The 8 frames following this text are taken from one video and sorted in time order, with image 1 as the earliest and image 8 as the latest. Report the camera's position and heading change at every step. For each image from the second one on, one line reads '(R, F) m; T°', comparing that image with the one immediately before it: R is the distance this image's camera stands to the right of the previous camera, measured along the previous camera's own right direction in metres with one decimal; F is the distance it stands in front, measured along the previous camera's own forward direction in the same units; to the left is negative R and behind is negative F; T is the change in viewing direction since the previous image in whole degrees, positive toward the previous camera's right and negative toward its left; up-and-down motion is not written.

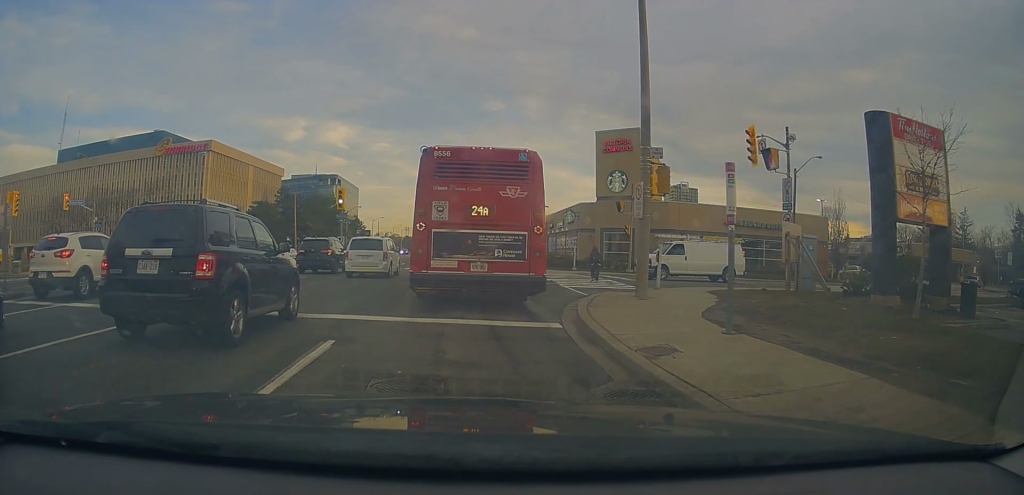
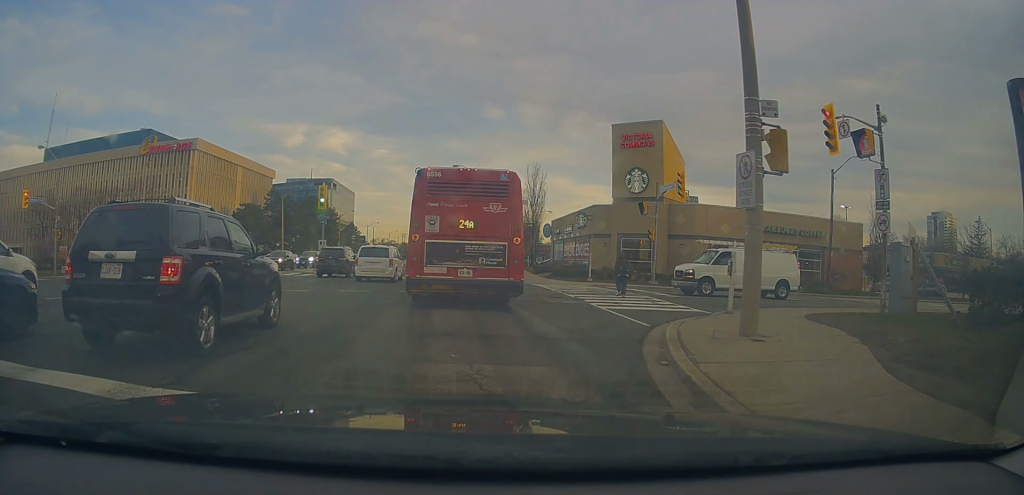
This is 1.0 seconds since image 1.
(+0.1, +5.9) m; 0°
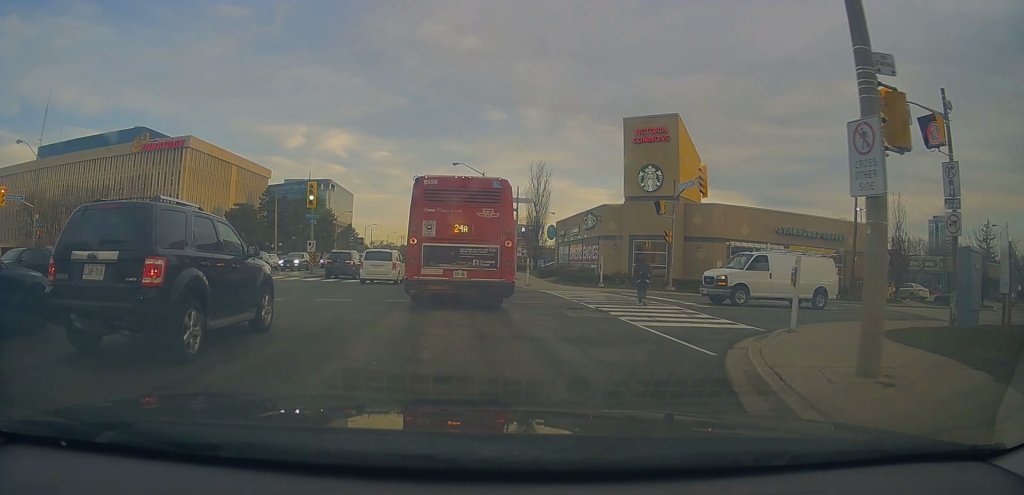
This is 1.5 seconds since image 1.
(-0.1, +3.2) m; +1°
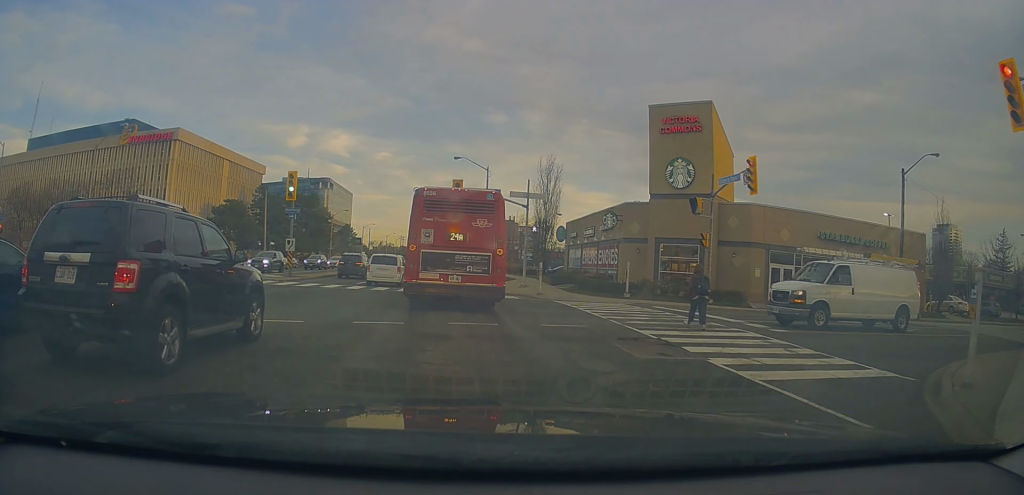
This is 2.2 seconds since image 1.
(+0.1, +5.3) m; 0°
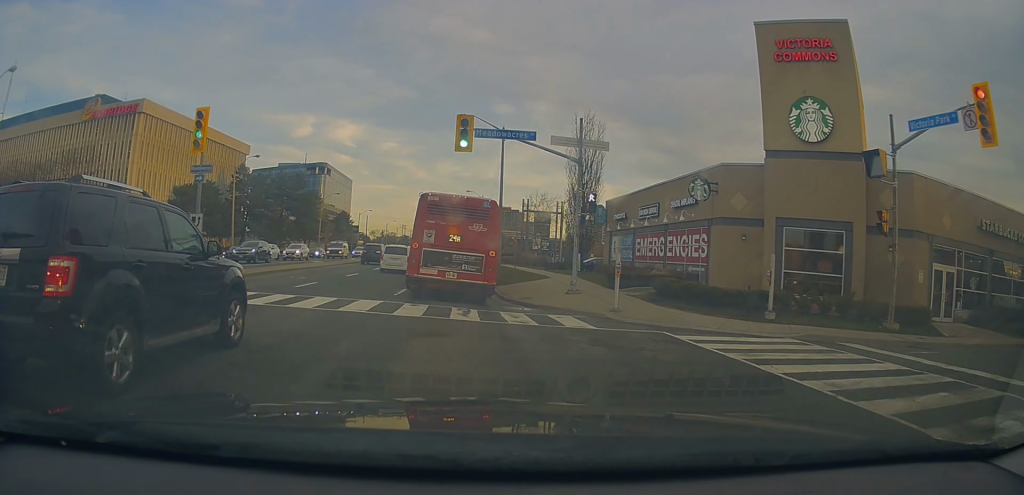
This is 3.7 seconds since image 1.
(-0.6, +13.8) m; -2°
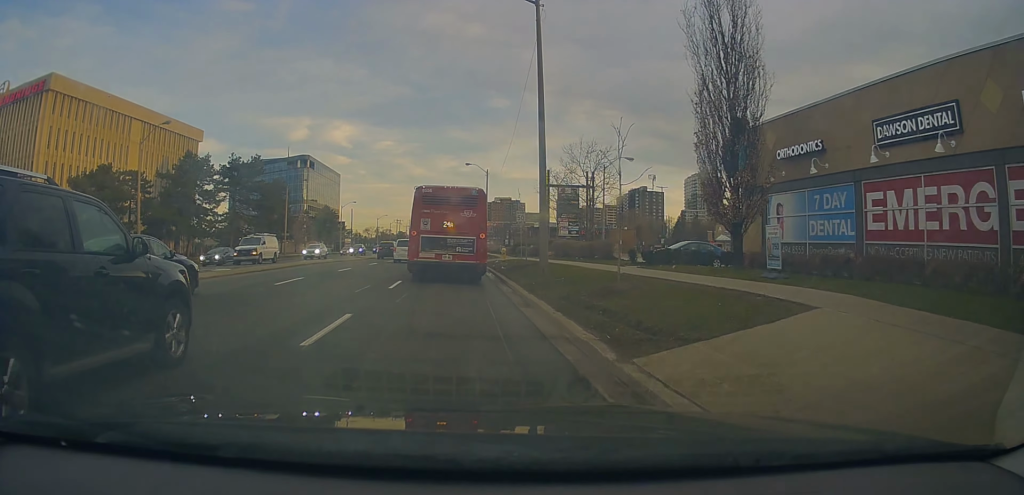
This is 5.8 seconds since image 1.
(+0.9, +21.2) m; -1°
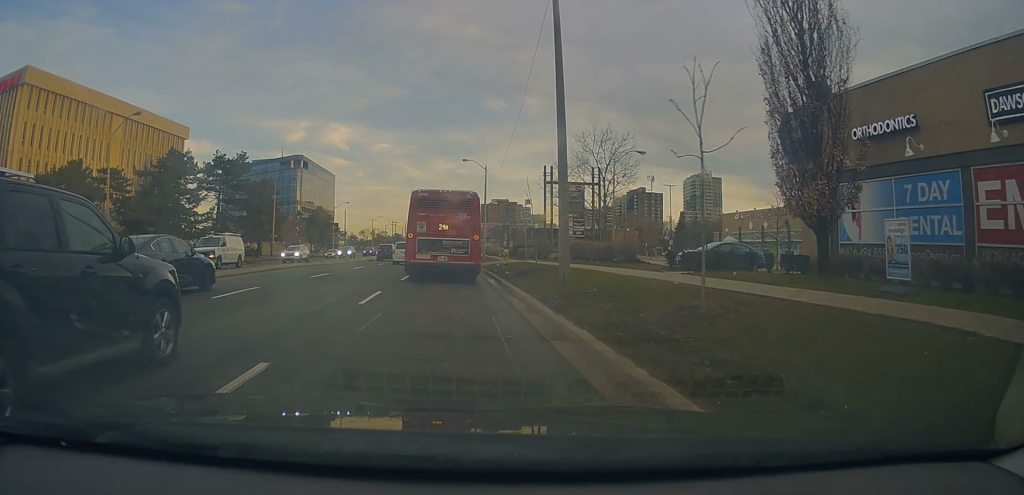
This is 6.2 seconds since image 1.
(-0.1, +4.6) m; 0°
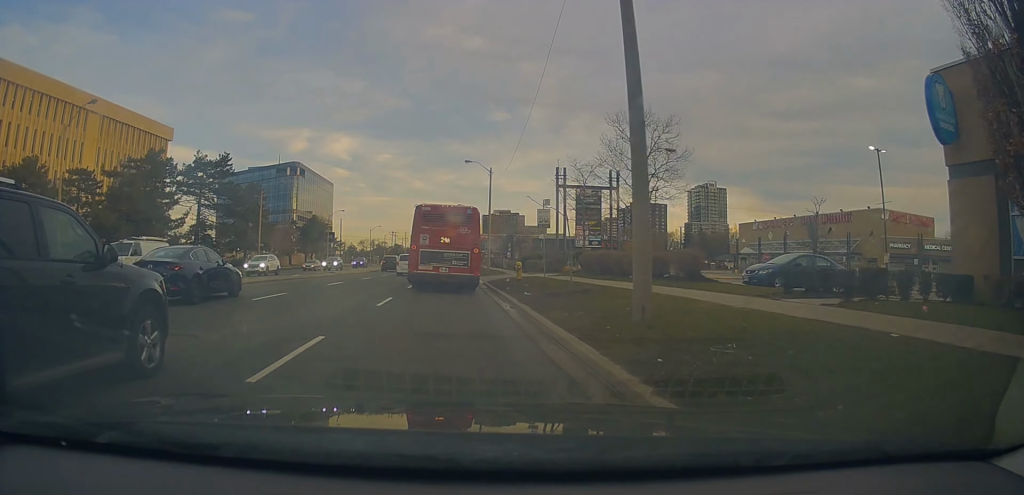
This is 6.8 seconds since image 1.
(-0.3, +6.7) m; +1°
